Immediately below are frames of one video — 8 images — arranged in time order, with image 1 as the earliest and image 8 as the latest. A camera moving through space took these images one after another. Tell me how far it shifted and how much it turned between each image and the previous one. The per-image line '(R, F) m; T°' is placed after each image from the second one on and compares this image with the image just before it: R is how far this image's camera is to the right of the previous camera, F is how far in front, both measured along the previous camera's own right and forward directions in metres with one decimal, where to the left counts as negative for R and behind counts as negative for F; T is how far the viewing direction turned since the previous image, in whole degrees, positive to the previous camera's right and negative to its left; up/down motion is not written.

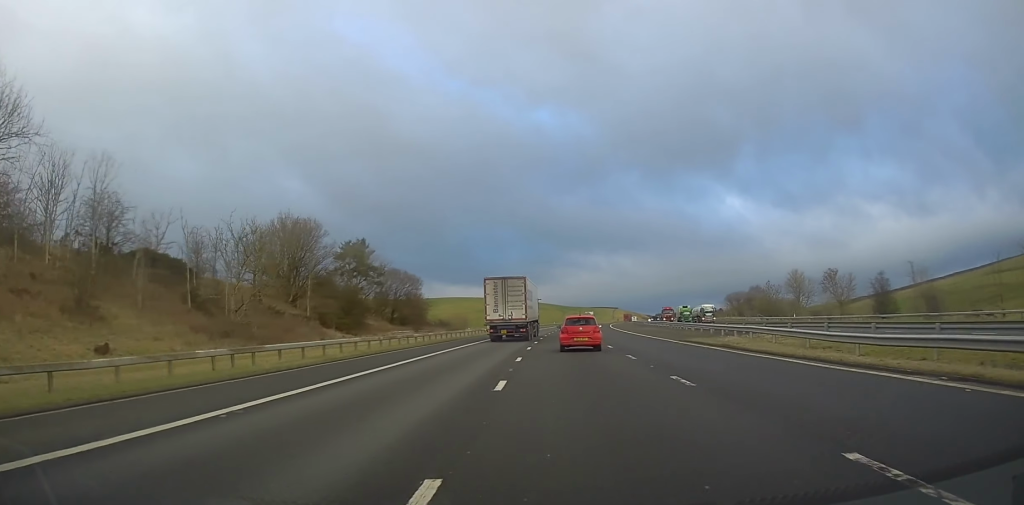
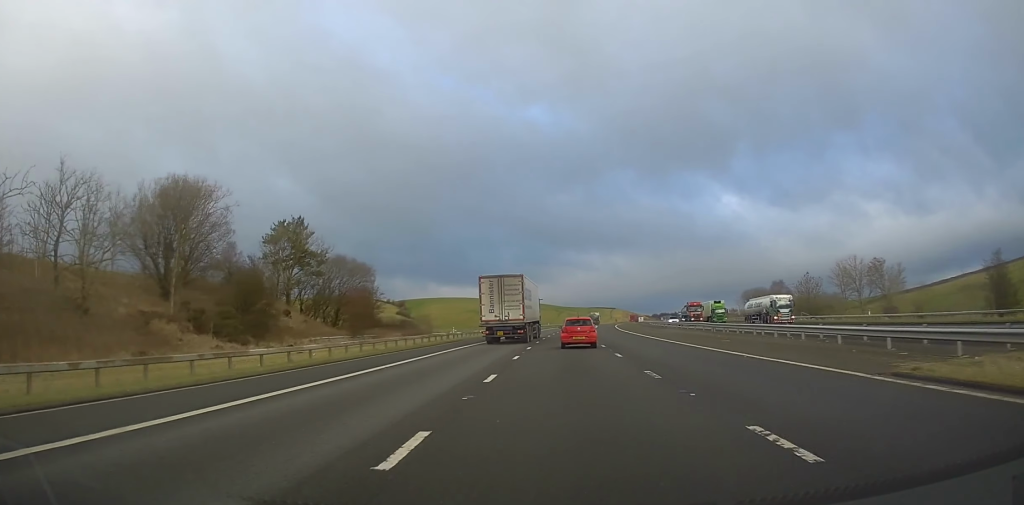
(+0.1, +25.3) m; +1°
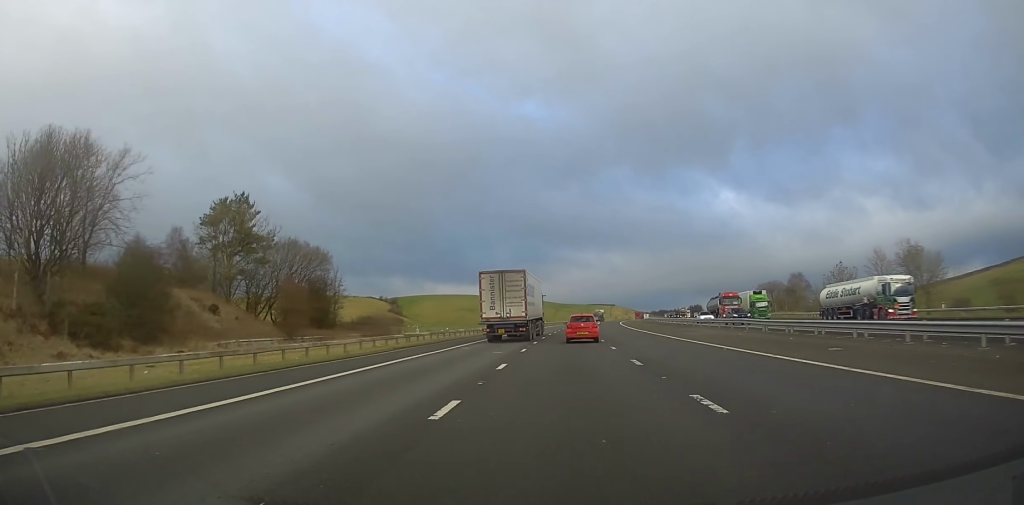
(+0.1, +14.3) m; 0°
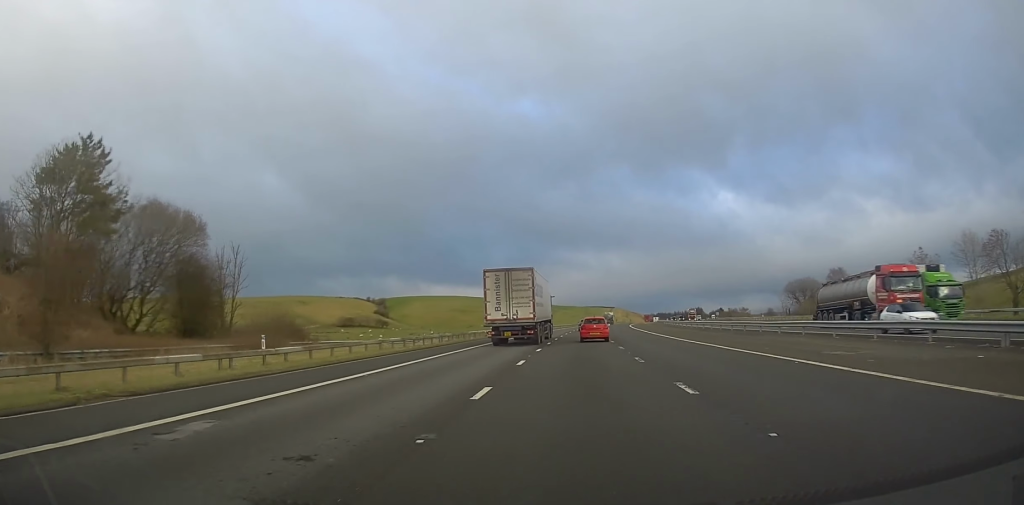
(0.0, +25.0) m; 0°
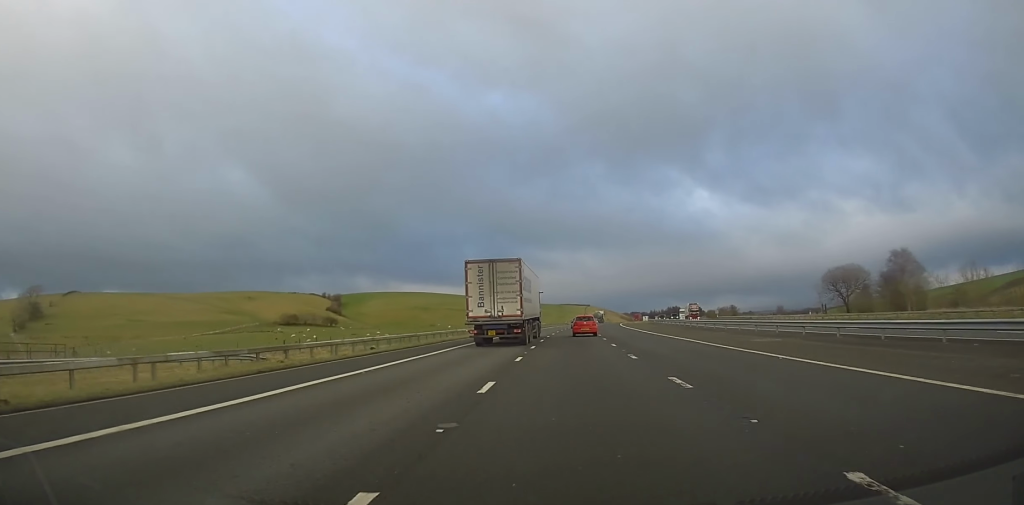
(+0.3, +35.0) m; +1°
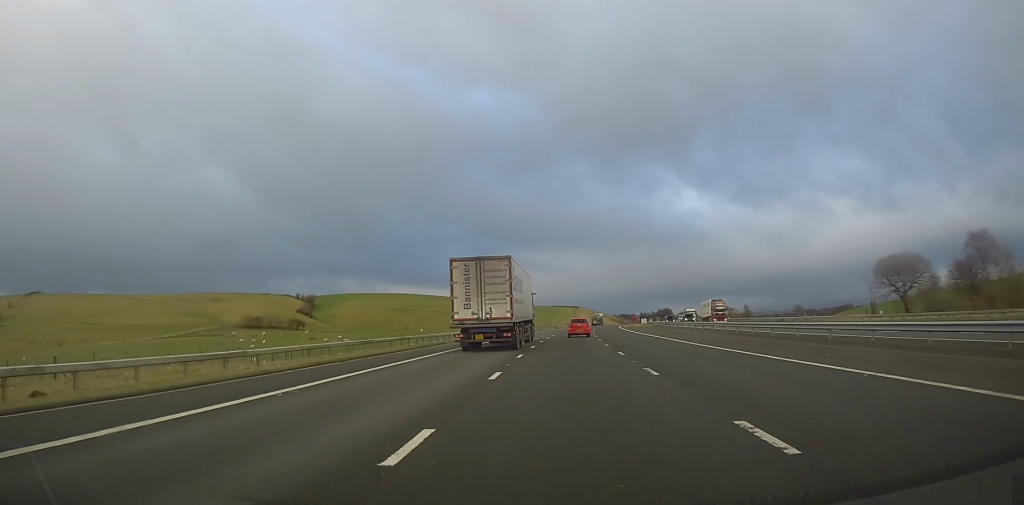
(0.0, +23.9) m; +1°
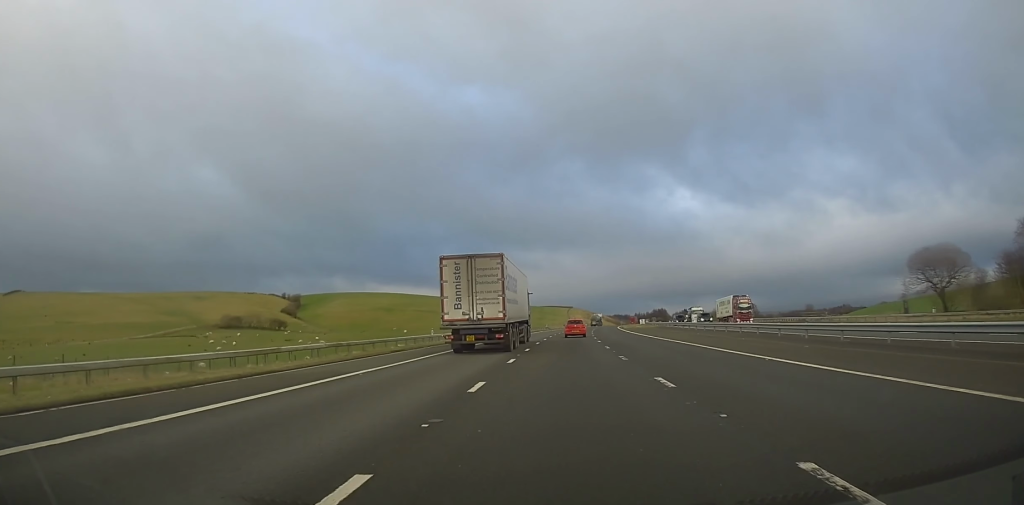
(+0.2, +12.1) m; +1°
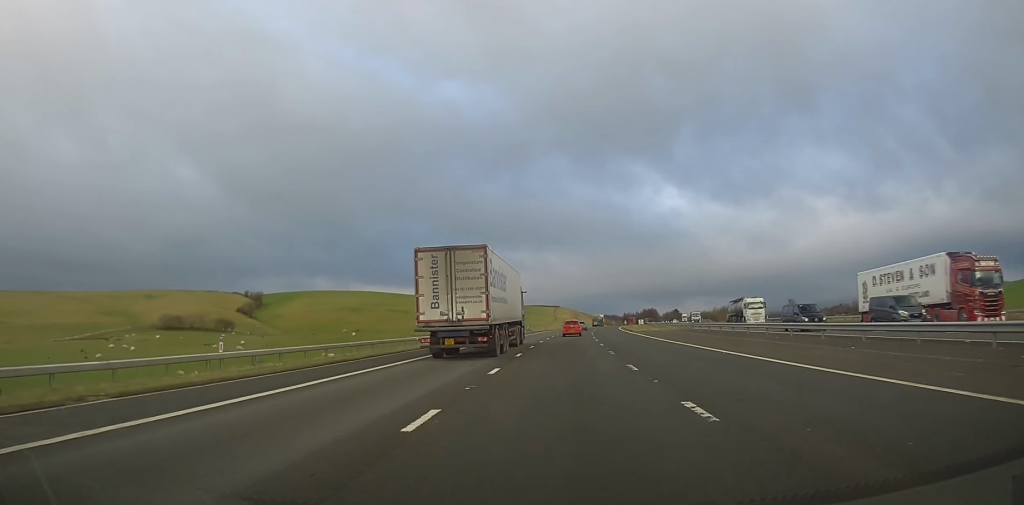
(+0.5, +31.1) m; +2°
